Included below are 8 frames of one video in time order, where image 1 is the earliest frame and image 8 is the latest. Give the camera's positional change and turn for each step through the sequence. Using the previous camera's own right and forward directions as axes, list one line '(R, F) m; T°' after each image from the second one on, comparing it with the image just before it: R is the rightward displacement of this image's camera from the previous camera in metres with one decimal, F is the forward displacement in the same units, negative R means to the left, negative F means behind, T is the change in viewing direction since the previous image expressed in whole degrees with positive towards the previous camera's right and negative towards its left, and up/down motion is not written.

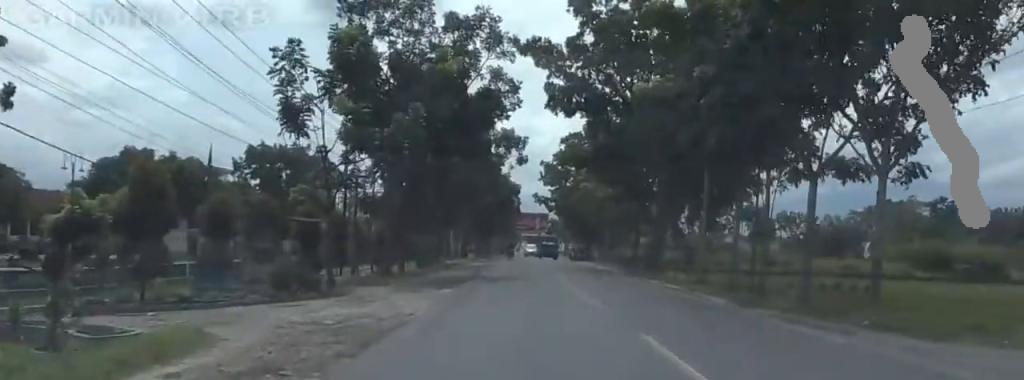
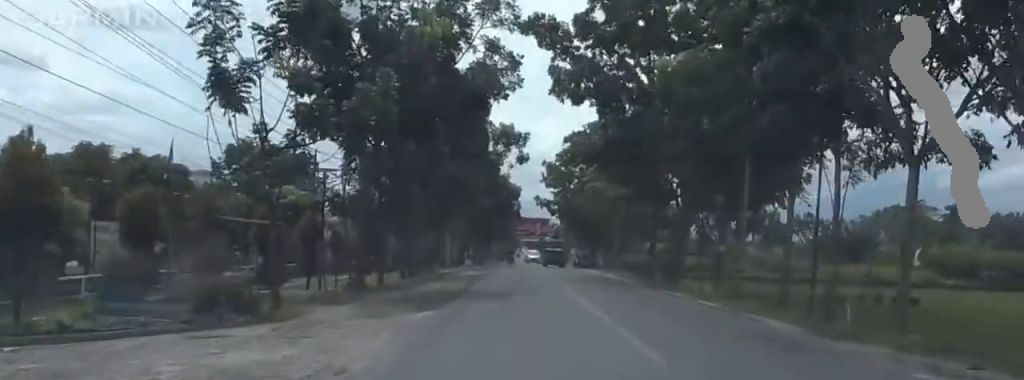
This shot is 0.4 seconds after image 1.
(-0.5, +6.5) m; -2°
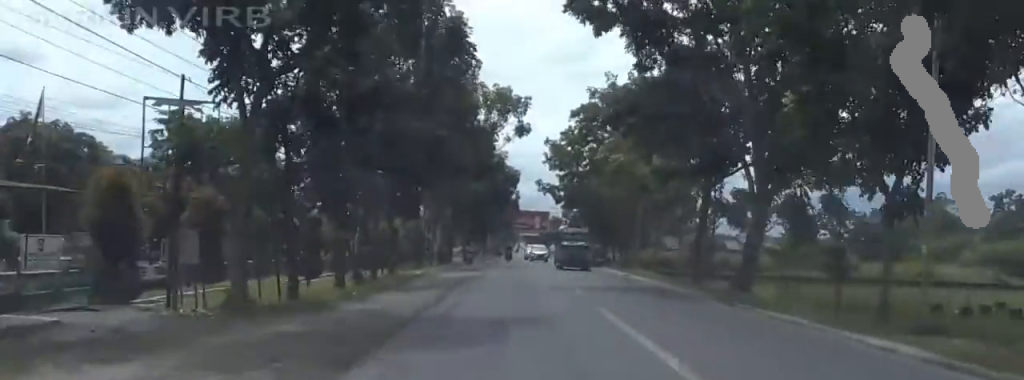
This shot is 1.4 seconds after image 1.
(-0.6, +13.8) m; -2°
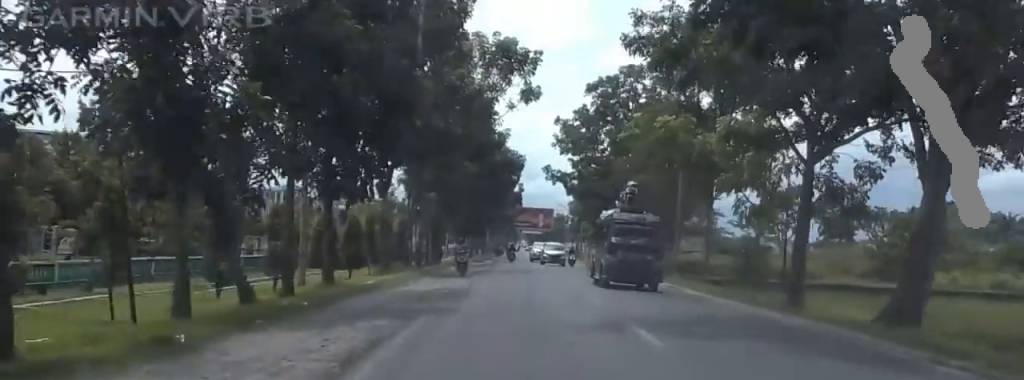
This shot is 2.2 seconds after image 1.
(0.0, +12.7) m; 0°
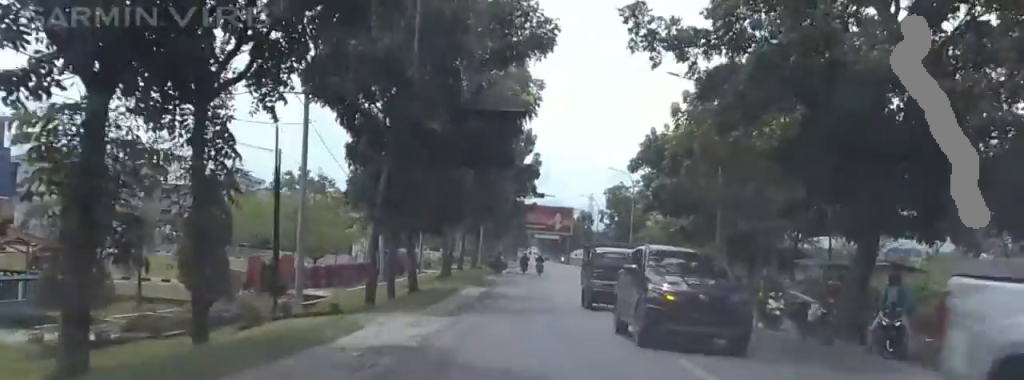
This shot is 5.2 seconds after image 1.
(0.0, +45.2) m; 0°
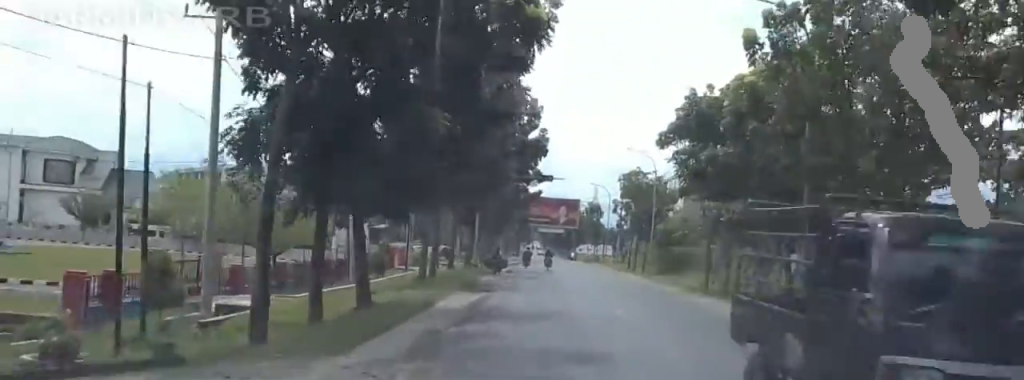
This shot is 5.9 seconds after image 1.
(0.0, +11.5) m; 0°
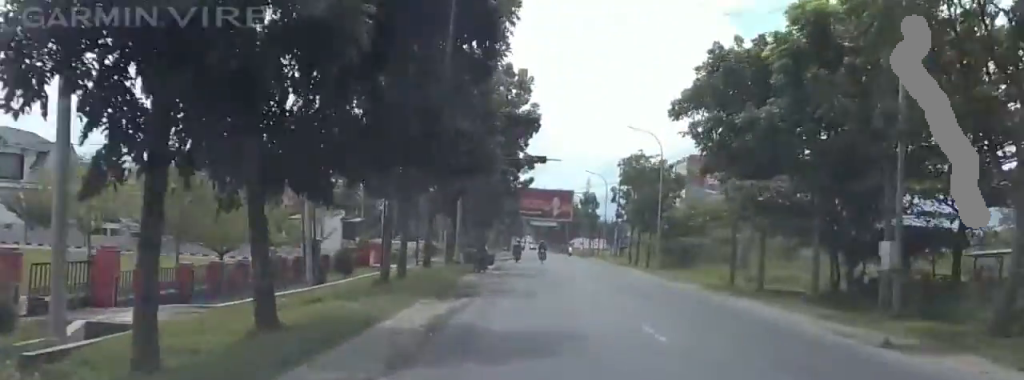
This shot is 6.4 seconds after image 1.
(0.0, +7.8) m; 0°
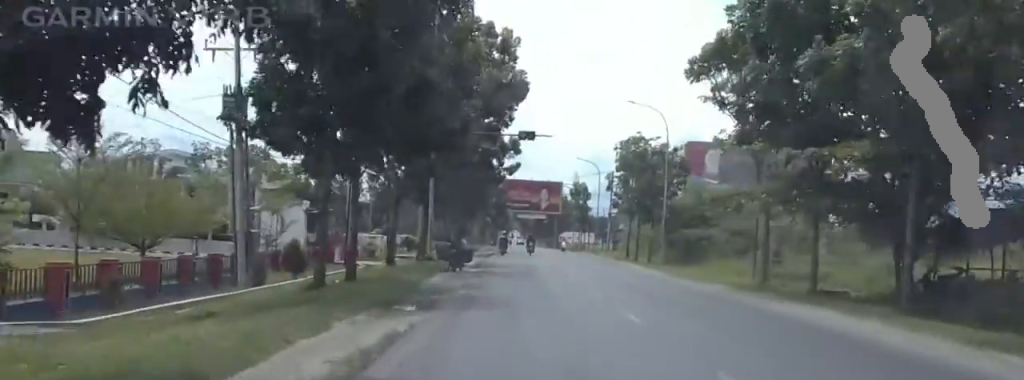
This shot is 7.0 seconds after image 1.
(0.0, +7.8) m; 0°
